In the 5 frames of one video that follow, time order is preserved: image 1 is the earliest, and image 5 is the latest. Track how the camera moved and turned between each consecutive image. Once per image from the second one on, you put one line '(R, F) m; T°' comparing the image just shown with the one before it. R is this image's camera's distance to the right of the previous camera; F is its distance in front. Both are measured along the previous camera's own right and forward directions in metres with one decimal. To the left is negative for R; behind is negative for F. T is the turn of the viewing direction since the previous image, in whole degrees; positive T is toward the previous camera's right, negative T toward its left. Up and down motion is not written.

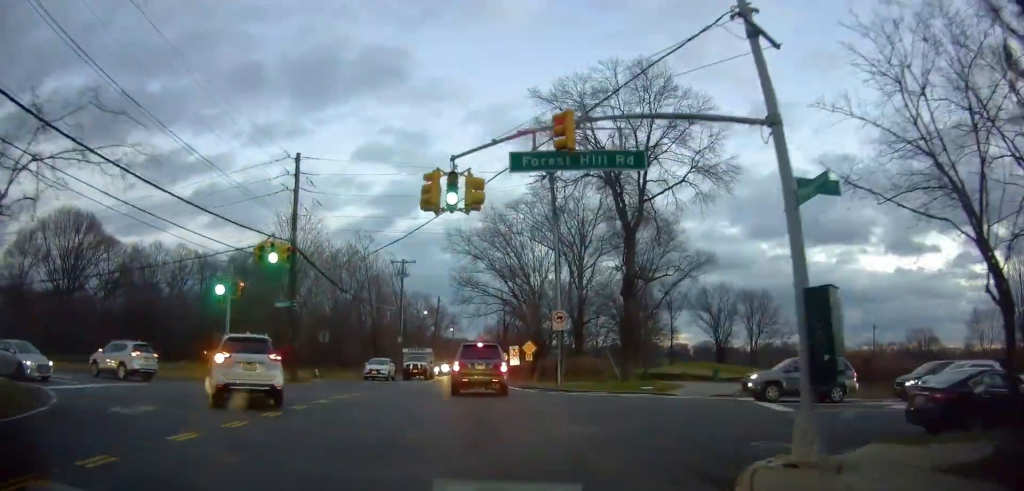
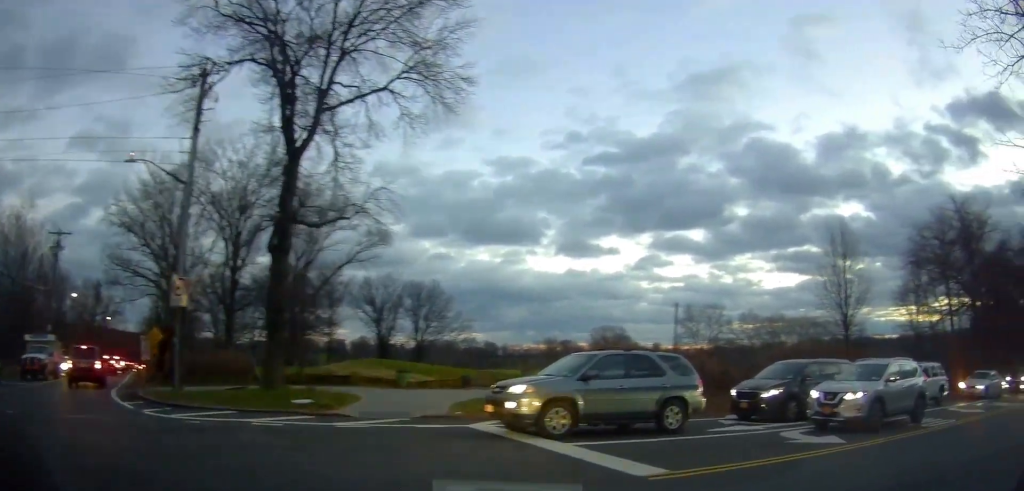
(+0.8, +12.3) m; +29°
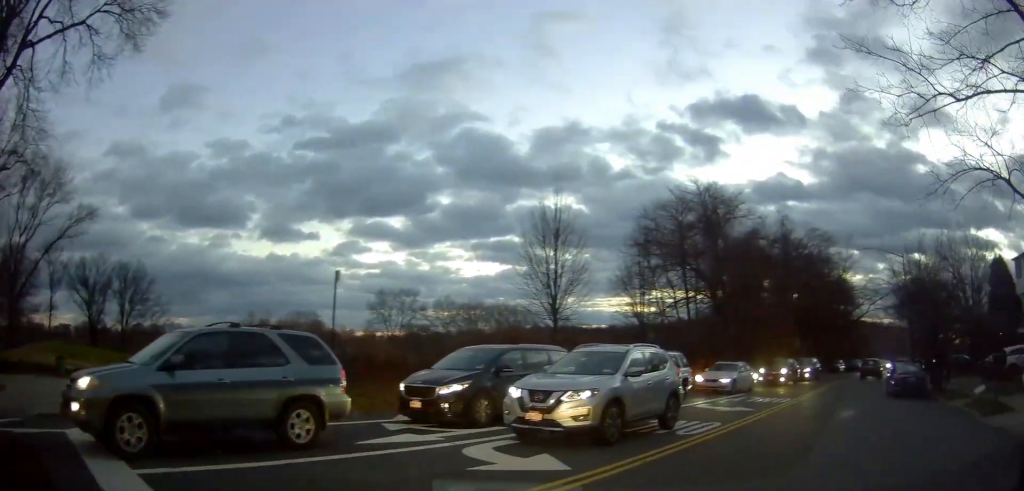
(+1.4, +4.2) m; +33°
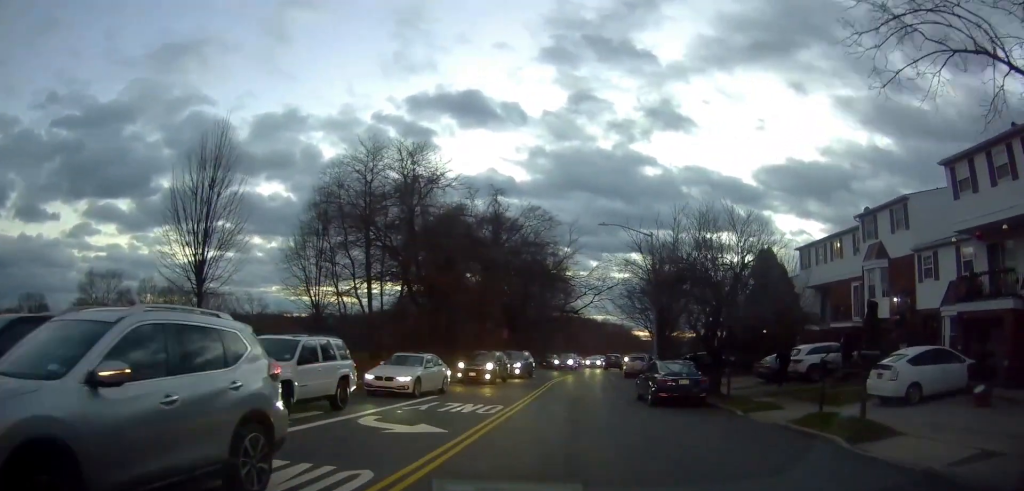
(+2.1, +5.7) m; +31°
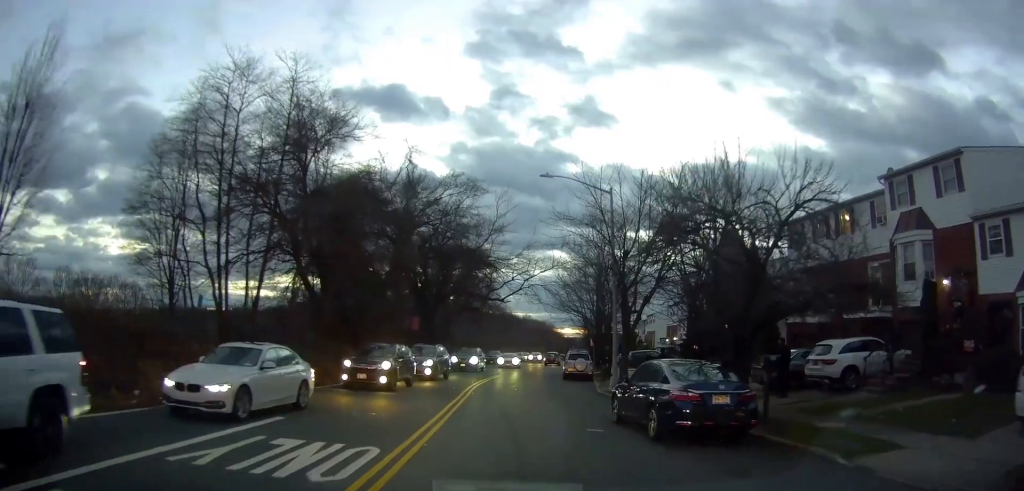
(+0.5, +7.2) m; +4°
